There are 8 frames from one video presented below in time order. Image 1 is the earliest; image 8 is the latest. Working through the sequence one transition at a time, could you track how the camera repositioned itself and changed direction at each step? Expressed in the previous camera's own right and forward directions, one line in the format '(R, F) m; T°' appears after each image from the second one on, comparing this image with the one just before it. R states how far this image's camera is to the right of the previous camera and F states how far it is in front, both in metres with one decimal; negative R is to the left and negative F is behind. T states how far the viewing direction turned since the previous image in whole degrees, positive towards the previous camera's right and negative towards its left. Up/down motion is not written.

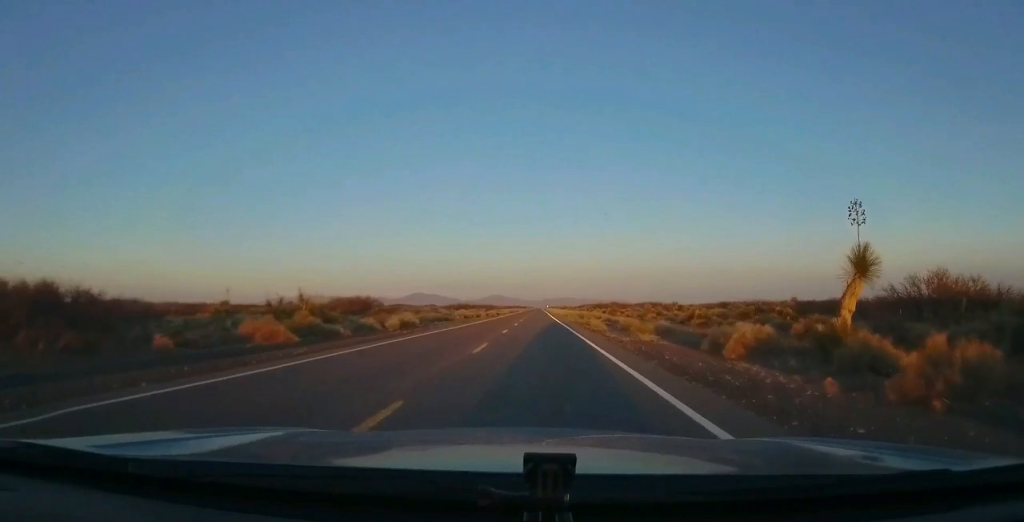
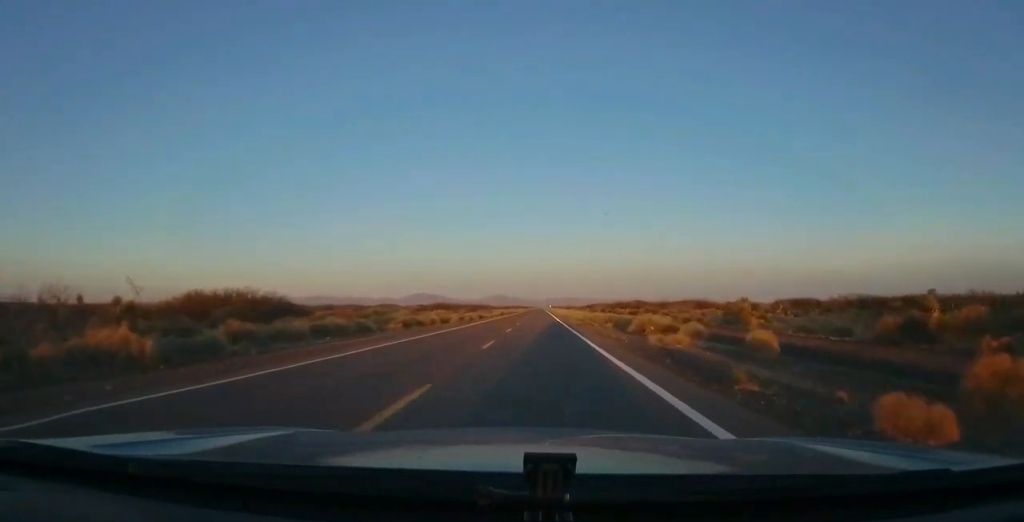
(-0.4, +33.2) m; 0°
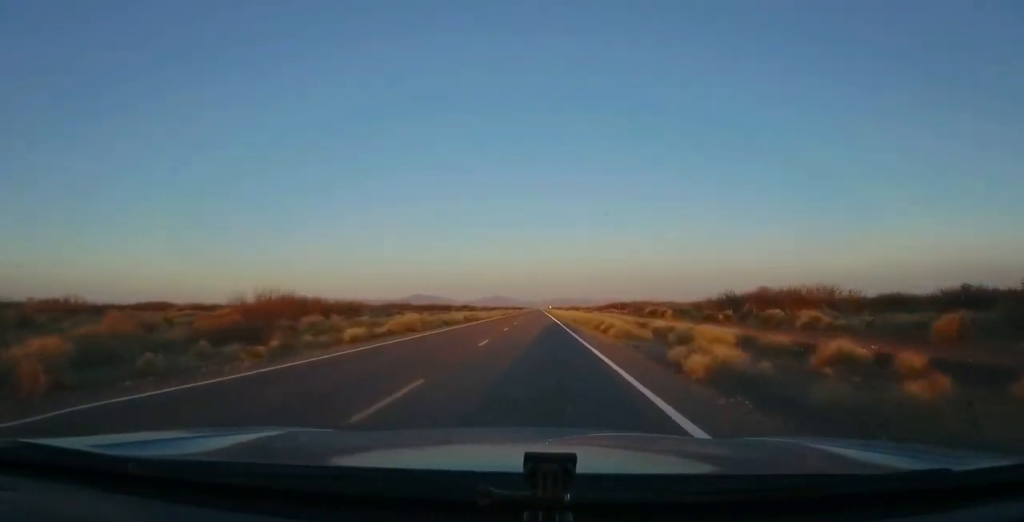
(+0.8, +70.0) m; 0°
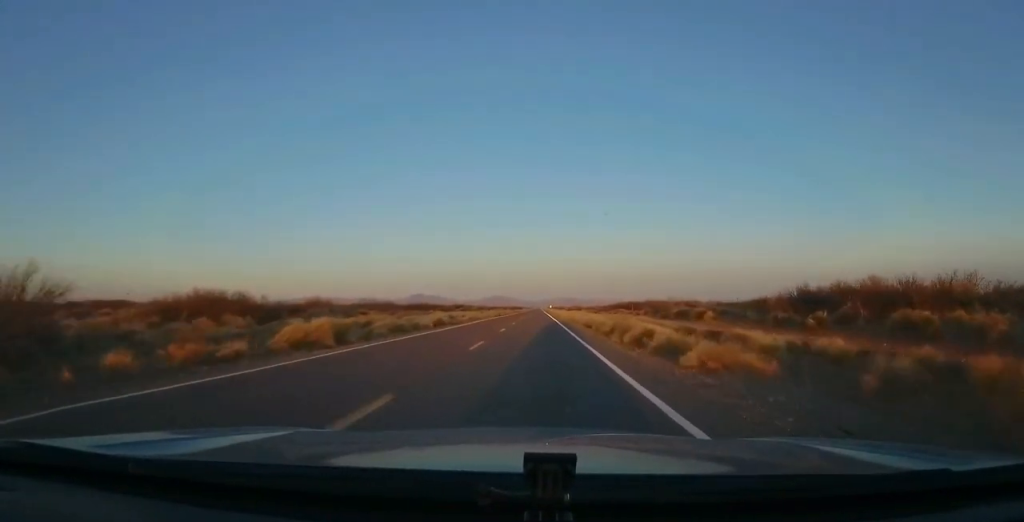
(-0.2, +13.7) m; 0°
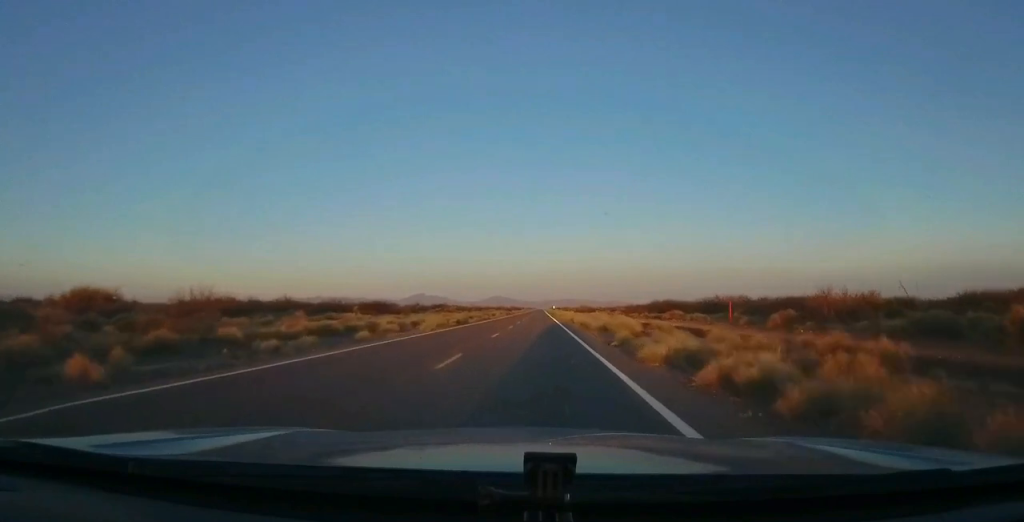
(+0.5, +40.9) m; +1°
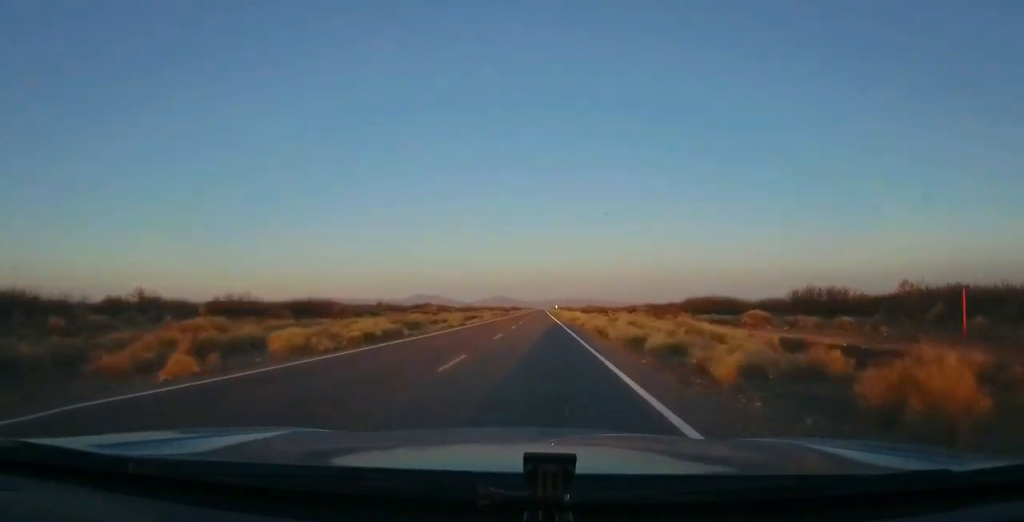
(0.0, +23.3) m; 0°
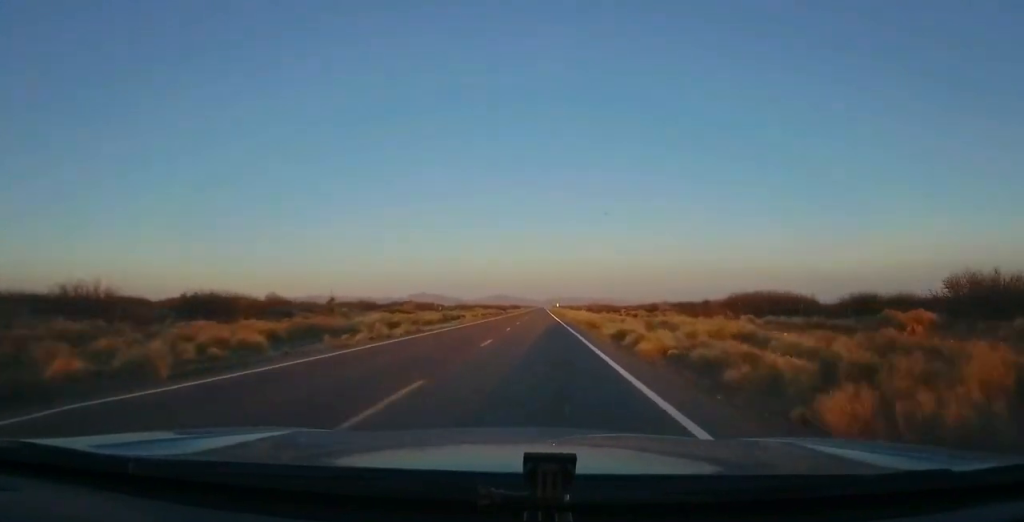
(+0.1, +17.6) m; -1°
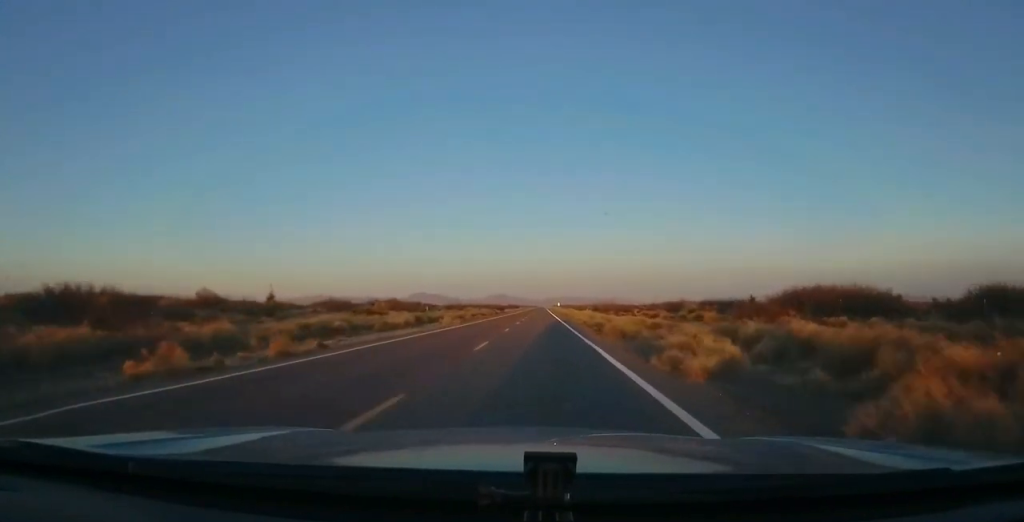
(0.0, +13.7) m; 0°
